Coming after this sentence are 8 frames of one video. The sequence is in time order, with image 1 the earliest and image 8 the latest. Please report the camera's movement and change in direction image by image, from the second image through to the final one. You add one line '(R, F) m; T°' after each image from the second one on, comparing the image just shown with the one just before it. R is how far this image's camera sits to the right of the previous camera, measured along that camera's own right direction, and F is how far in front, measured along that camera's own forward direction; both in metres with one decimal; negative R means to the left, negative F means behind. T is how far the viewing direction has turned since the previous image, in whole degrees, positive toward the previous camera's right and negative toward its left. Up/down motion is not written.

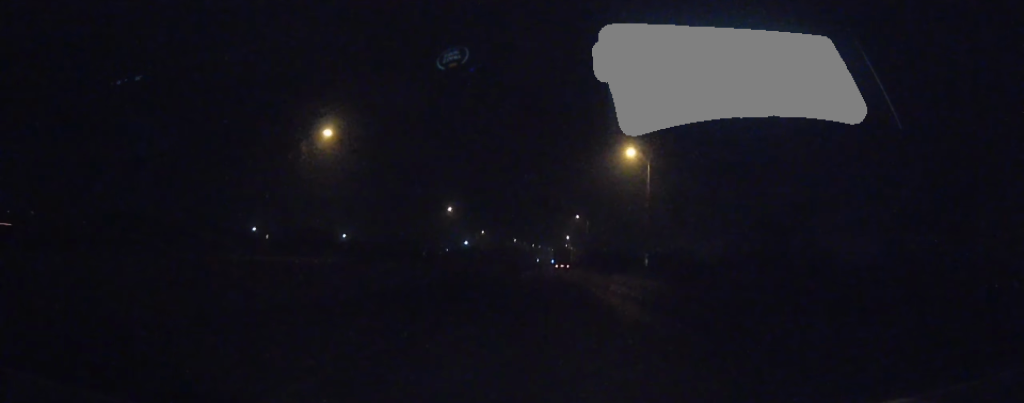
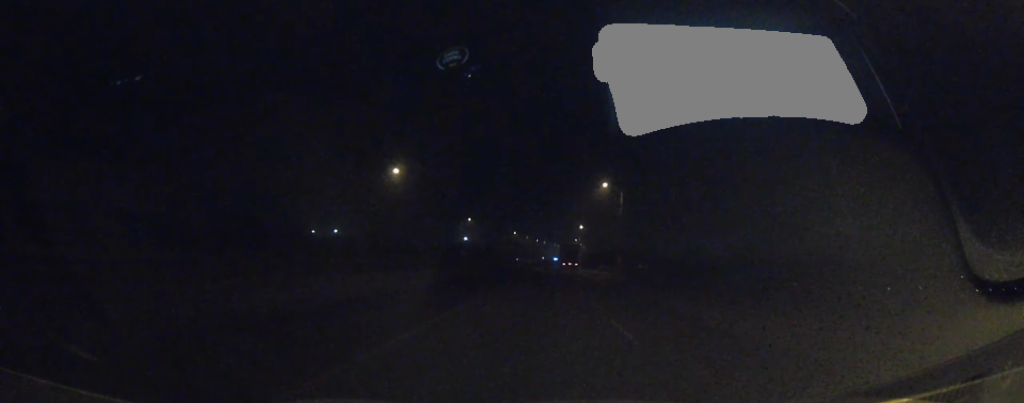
(-1.0, +60.0) m; -1°
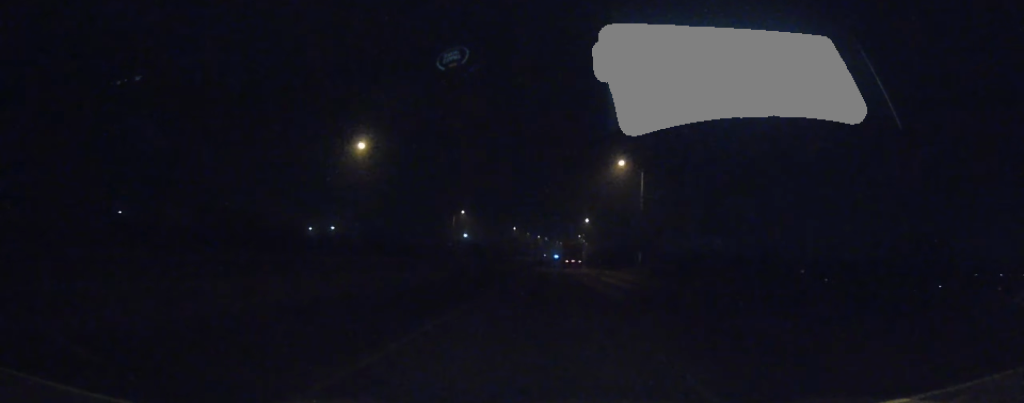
(0.0, +18.7) m; 0°
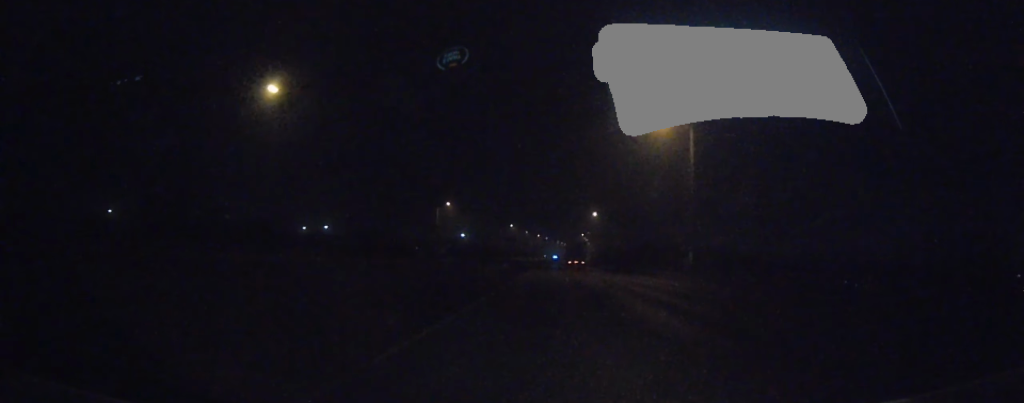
(0.0, +26.3) m; 0°
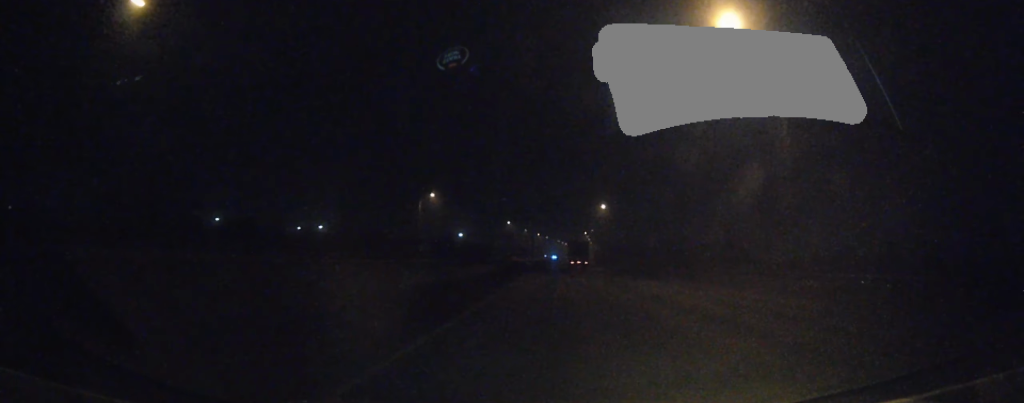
(0.0, +20.8) m; 0°
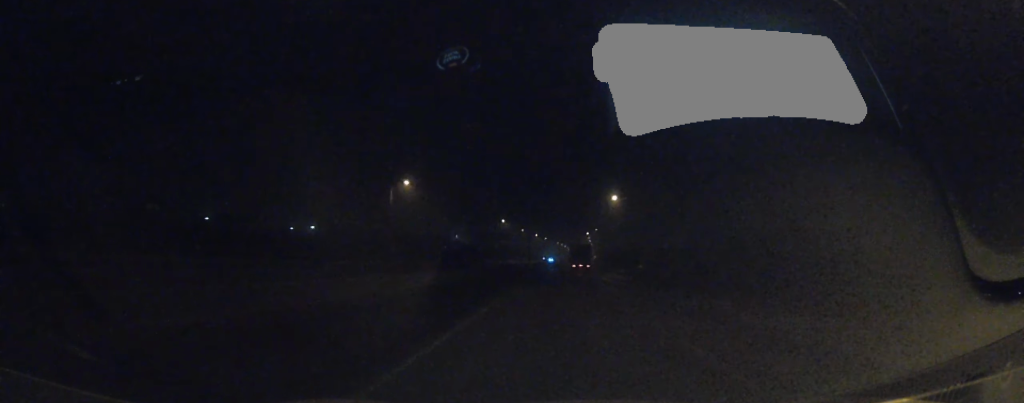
(0.0, +22.8) m; 0°
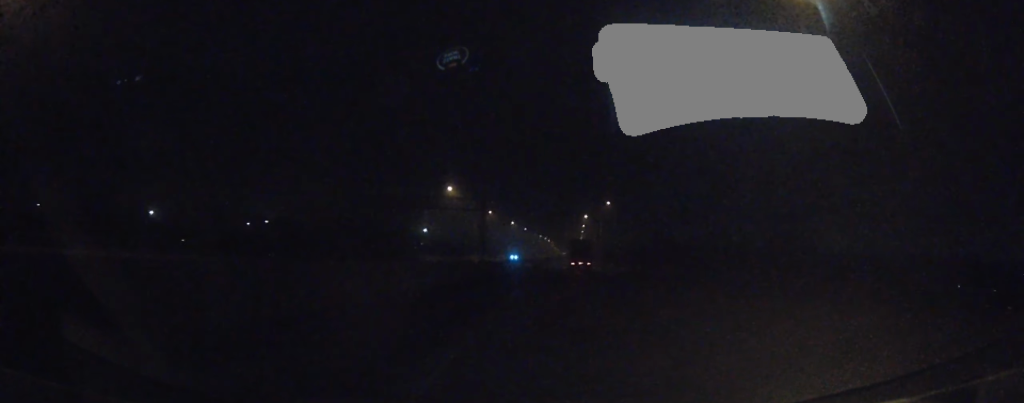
(+1.8, +83.8) m; +2°
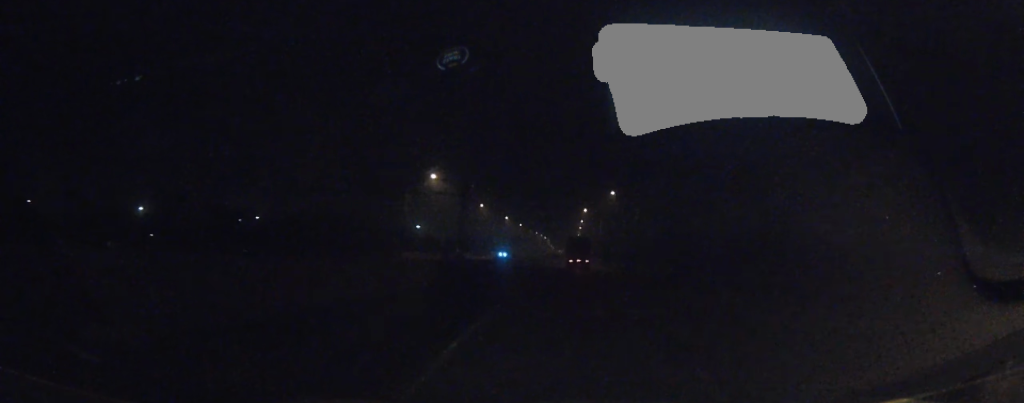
(0.0, +13.7) m; 0°
